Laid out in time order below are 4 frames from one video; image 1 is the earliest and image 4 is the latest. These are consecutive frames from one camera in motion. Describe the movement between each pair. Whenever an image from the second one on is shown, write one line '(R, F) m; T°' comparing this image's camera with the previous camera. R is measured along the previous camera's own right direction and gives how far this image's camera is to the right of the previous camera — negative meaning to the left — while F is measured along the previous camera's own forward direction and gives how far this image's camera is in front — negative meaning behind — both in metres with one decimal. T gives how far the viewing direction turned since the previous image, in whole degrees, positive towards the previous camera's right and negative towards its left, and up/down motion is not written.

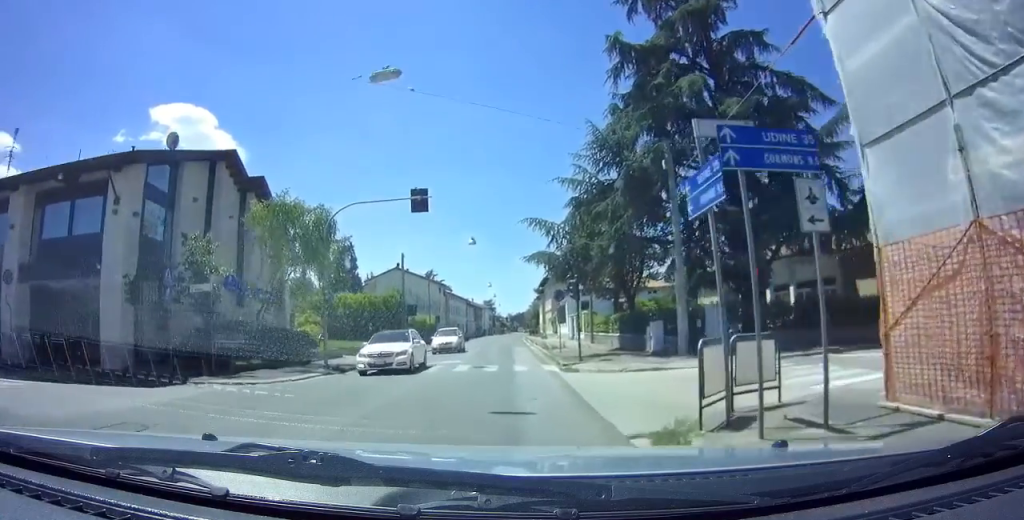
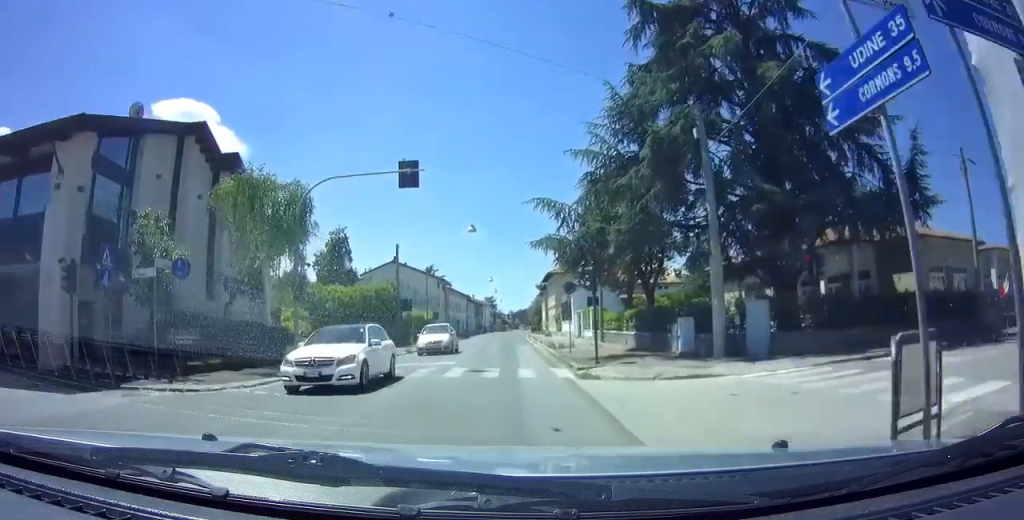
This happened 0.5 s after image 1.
(+0.2, +3.1) m; -2°
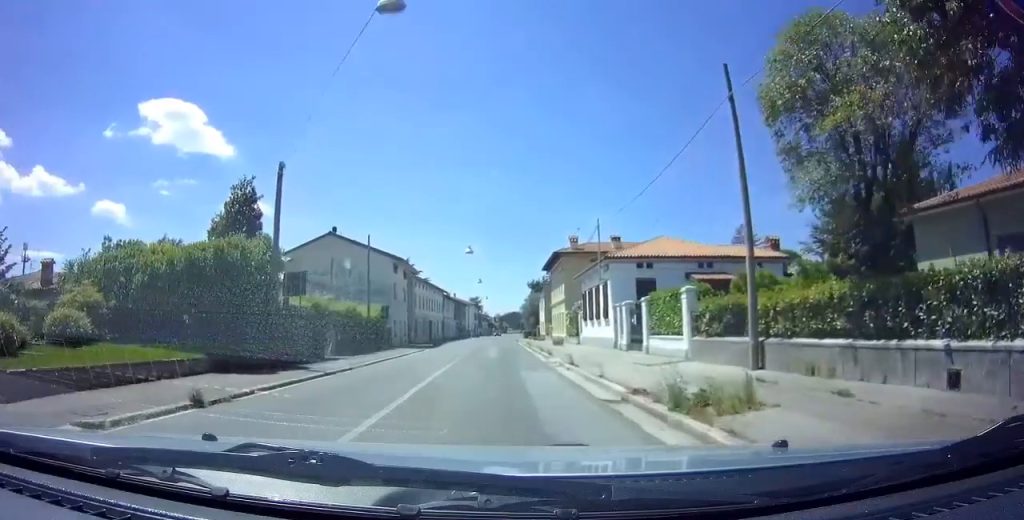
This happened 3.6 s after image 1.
(0.0, +27.1) m; +1°
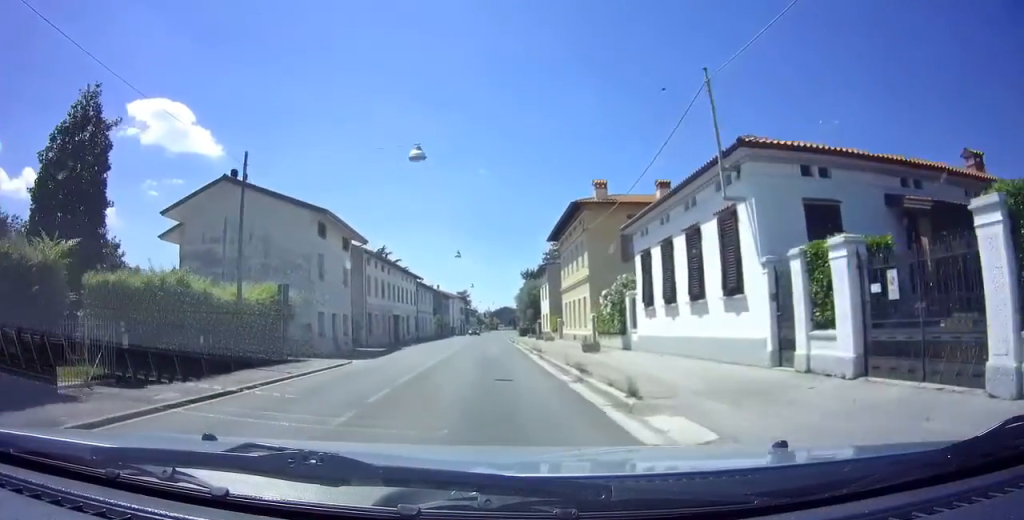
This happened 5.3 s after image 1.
(+0.3, +18.7) m; +1°
